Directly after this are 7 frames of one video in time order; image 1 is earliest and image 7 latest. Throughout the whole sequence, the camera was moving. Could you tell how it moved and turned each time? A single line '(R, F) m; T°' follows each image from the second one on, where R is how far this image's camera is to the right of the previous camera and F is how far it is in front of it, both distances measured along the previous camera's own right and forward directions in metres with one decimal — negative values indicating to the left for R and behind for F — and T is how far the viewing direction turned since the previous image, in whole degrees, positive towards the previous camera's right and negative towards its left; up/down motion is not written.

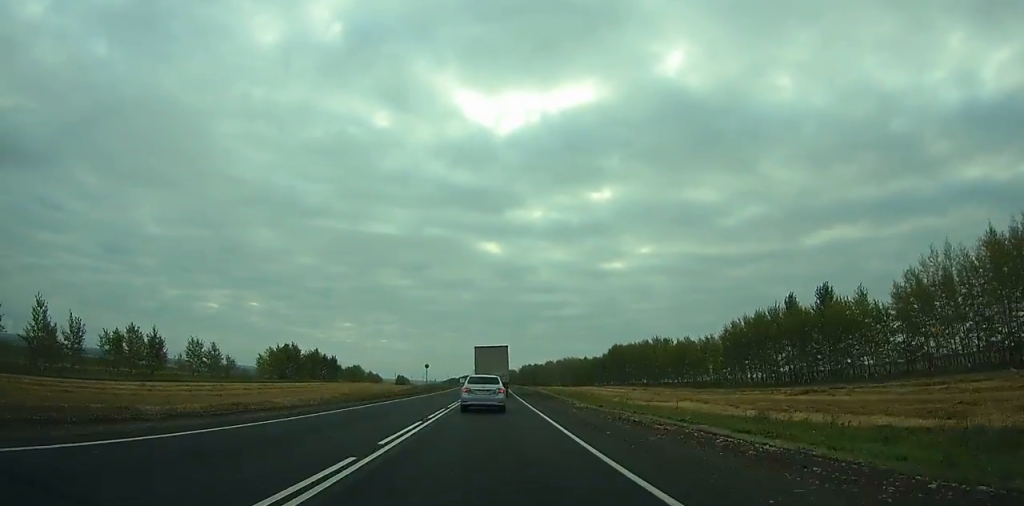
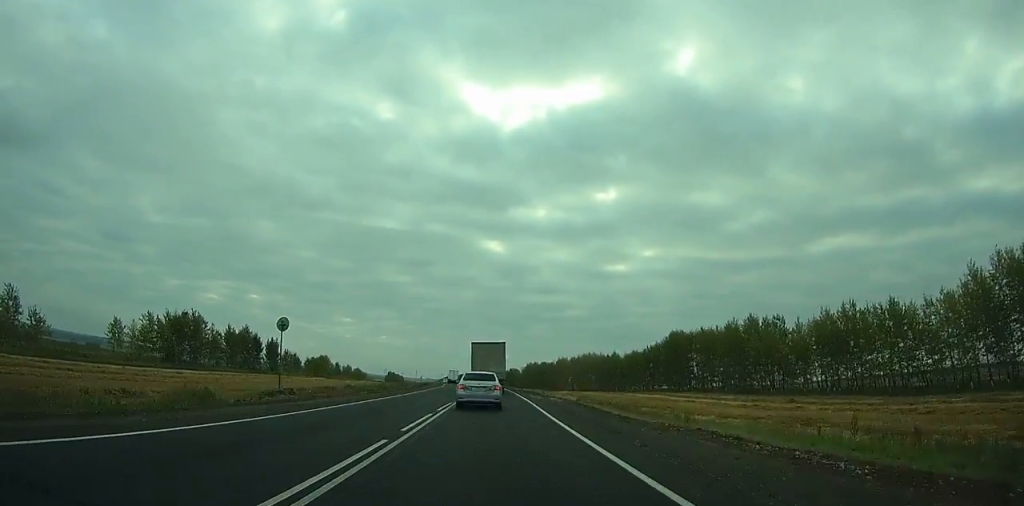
(0.0, +61.8) m; 0°
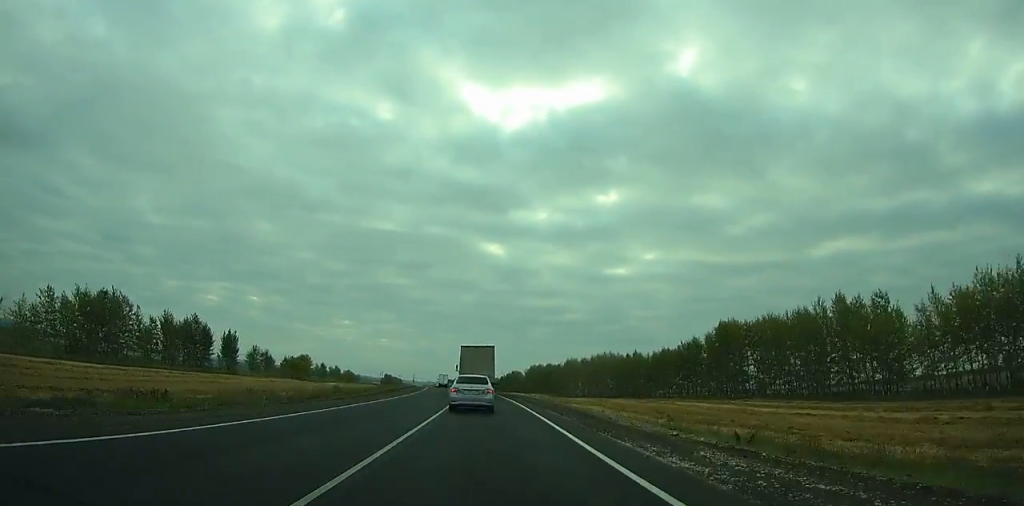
(0.0, +28.0) m; -1°
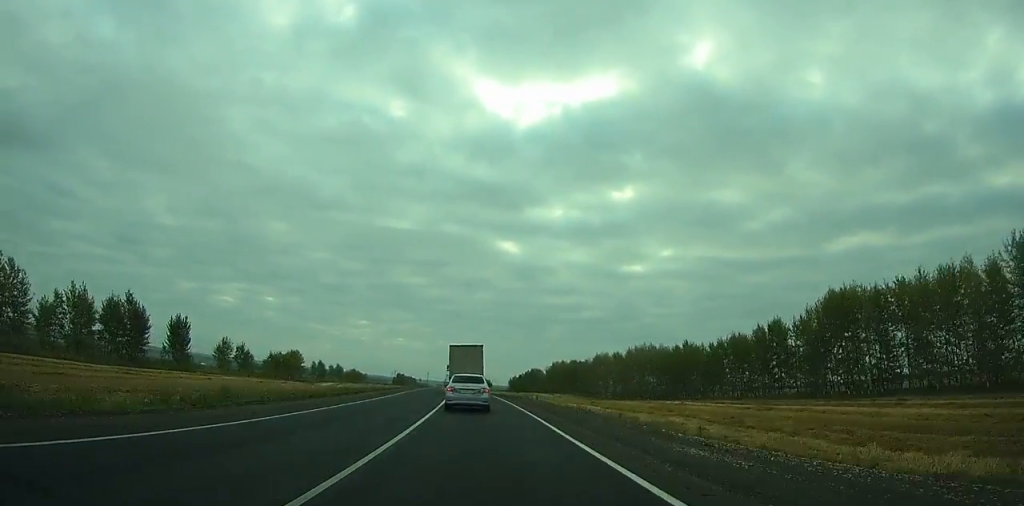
(+0.2, +29.9) m; -1°
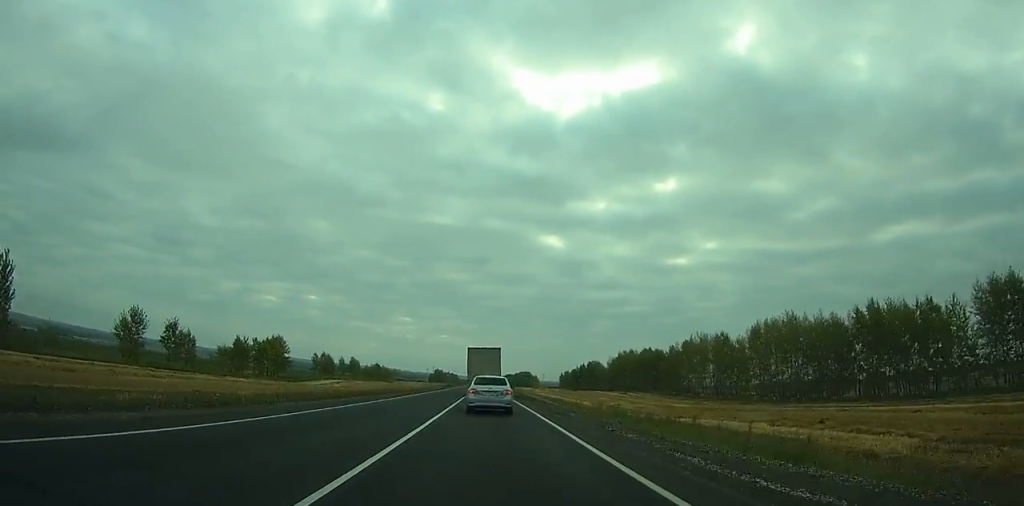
(-1.3, +55.9) m; -3°
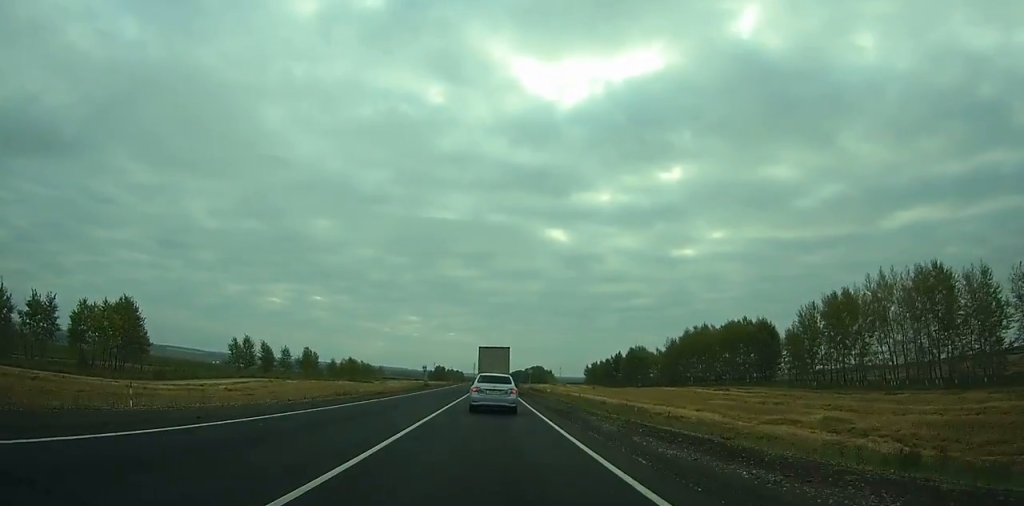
(-1.9, +69.1) m; -2°
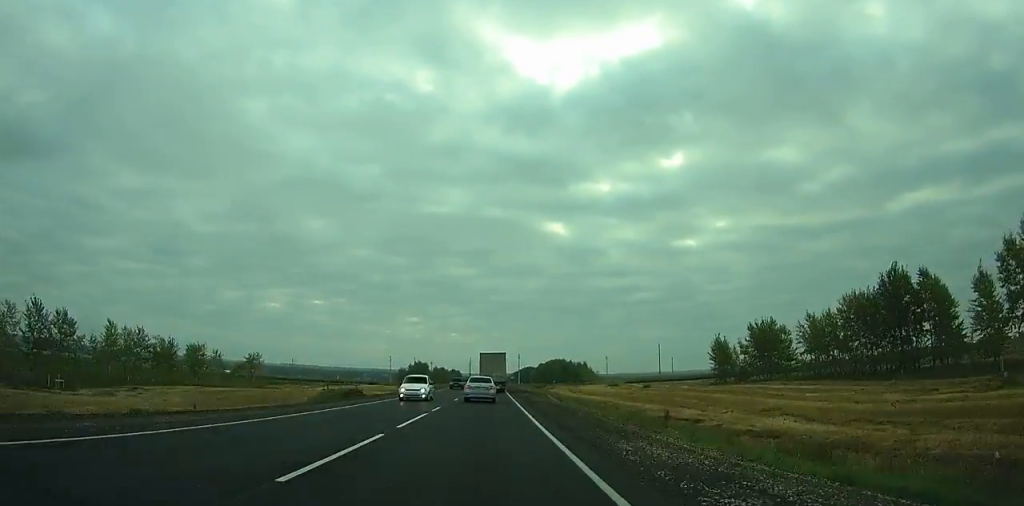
(-1.2, +165.1) m; -1°
